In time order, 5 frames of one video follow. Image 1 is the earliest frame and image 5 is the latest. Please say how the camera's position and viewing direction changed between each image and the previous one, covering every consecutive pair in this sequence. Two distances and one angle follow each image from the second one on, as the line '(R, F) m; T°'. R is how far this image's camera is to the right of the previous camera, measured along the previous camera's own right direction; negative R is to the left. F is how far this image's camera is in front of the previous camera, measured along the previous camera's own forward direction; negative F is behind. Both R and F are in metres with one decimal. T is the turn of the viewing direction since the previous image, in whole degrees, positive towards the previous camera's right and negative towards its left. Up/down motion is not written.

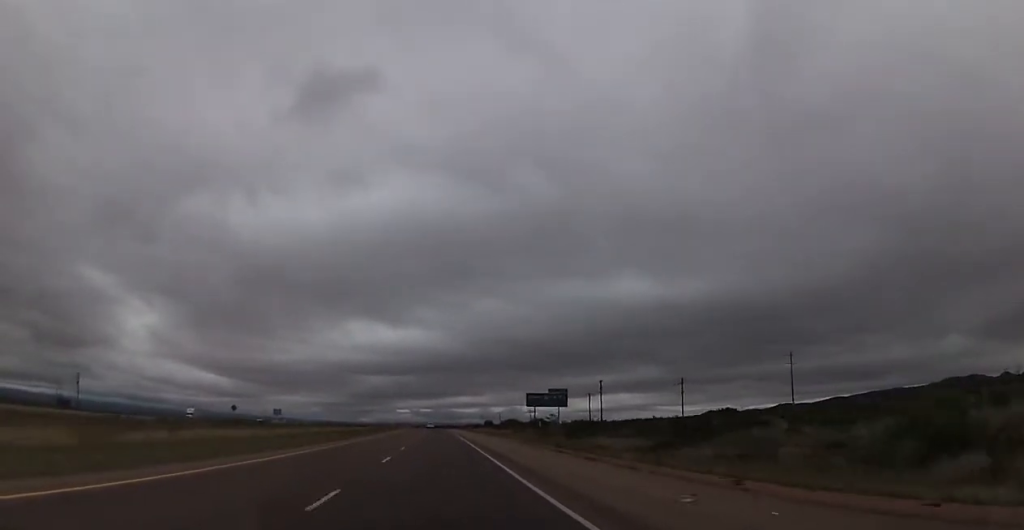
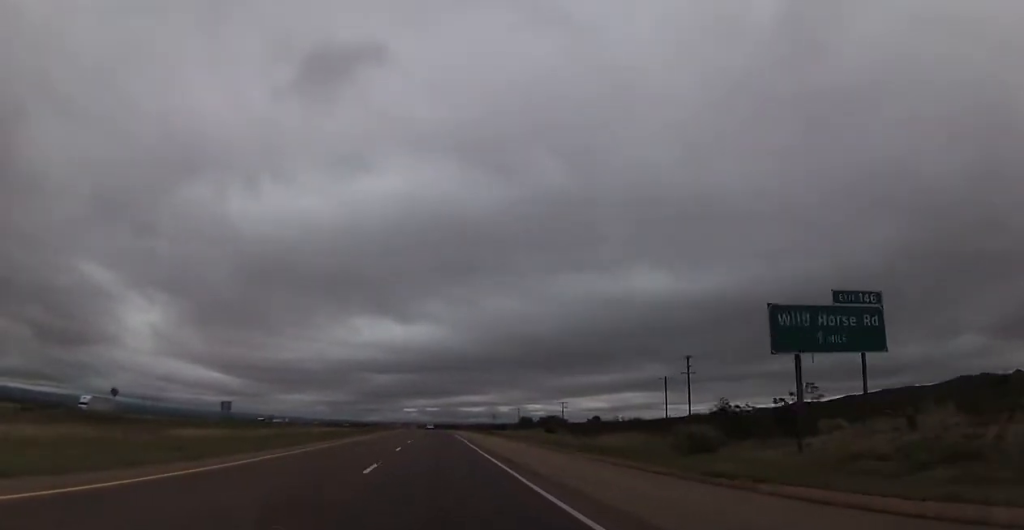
(-0.7, +66.1) m; -1°
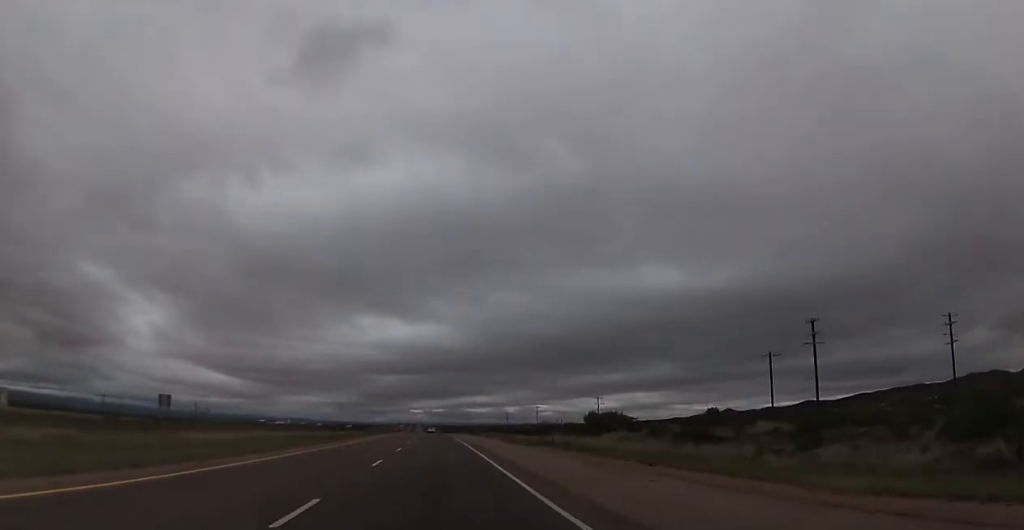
(+0.2, +45.2) m; 0°
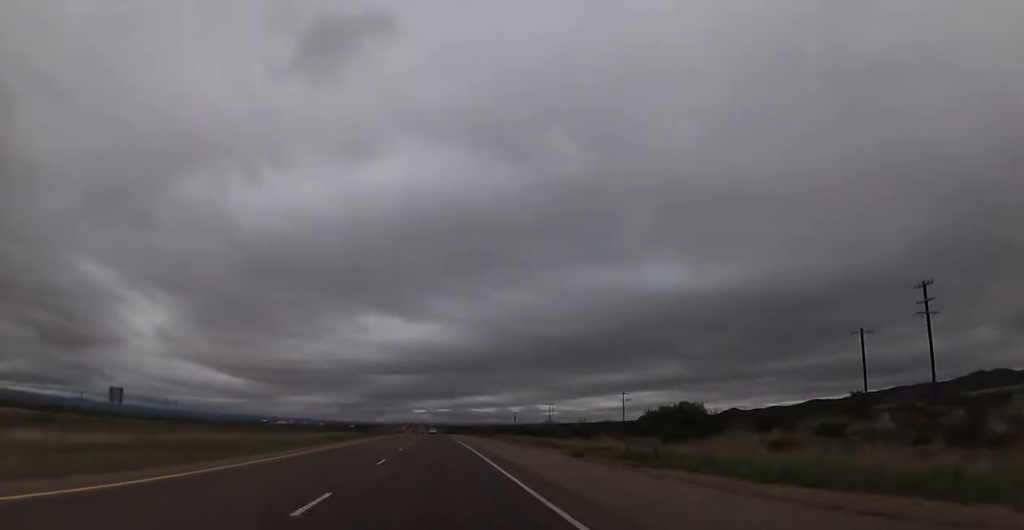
(-0.2, +23.2) m; 0°
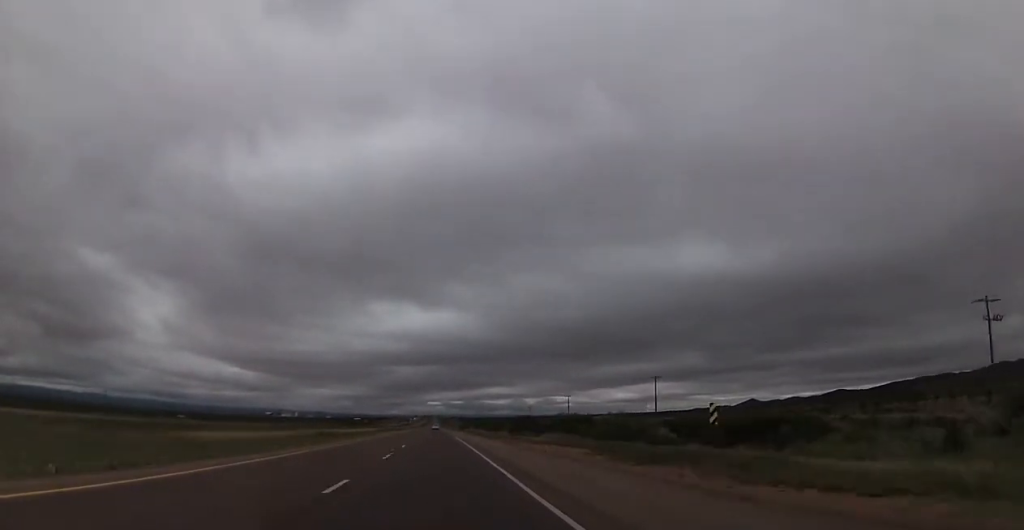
(-2.7, +118.3) m; -2°
